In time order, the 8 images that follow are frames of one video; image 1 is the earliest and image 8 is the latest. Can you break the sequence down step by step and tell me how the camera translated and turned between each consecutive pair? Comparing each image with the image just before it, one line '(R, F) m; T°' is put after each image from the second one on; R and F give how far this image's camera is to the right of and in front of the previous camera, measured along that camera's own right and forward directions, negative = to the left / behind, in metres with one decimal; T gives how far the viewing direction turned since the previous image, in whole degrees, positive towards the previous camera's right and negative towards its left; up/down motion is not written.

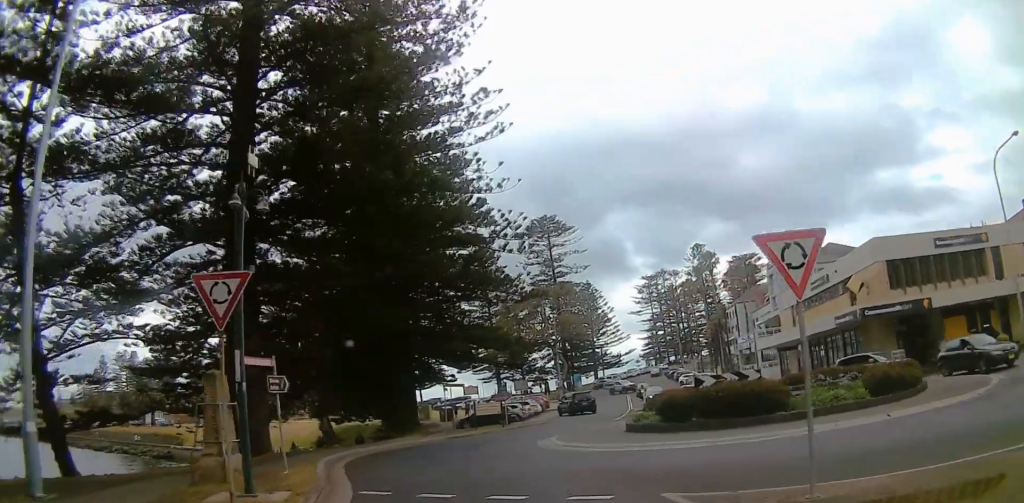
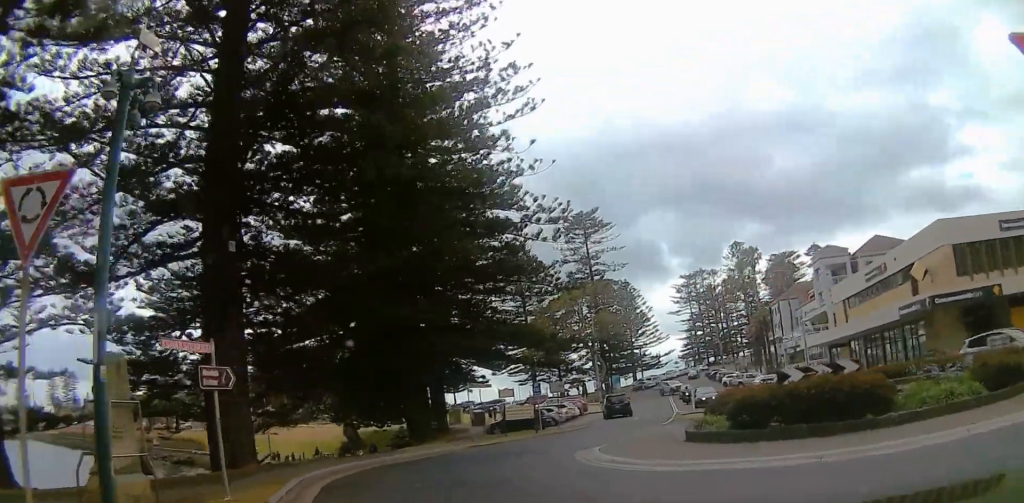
(0.0, +4.9) m; 0°
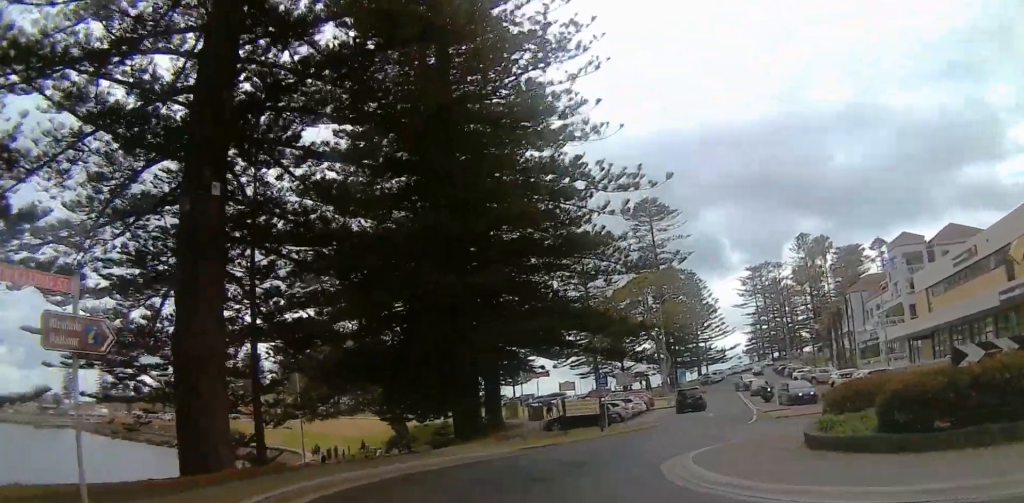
(0.0, +4.7) m; 0°
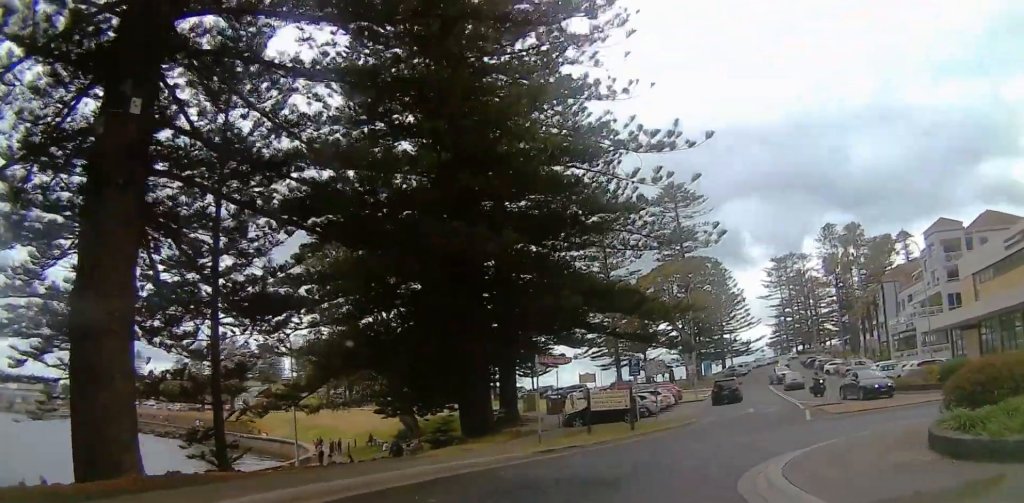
(0.0, +4.0) m; 0°
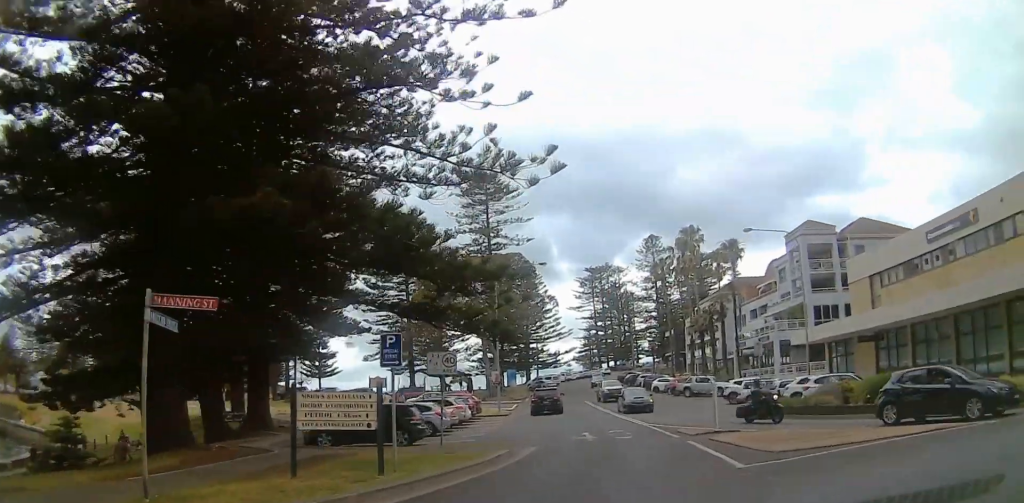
(0.0, +9.9) m; +5°
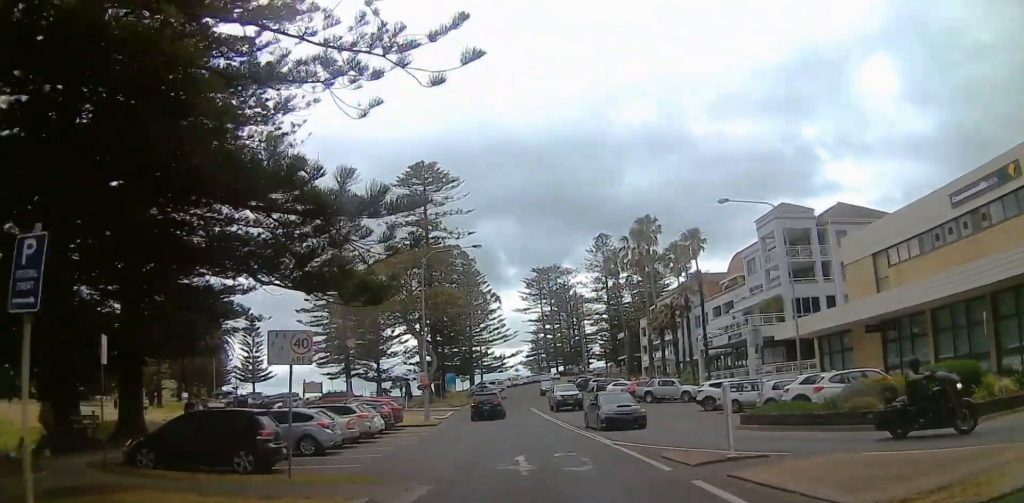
(+0.6, +7.2) m; +5°
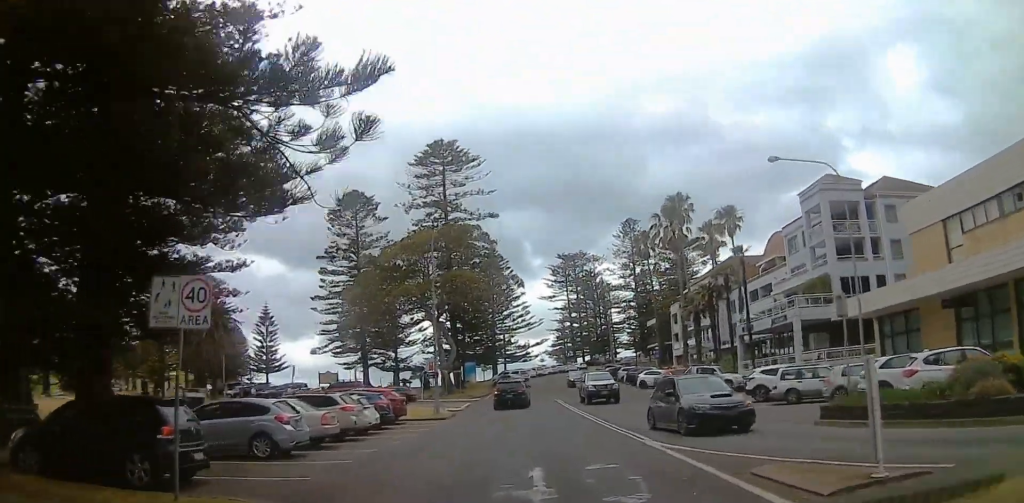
(0.0, +4.6) m; -5°
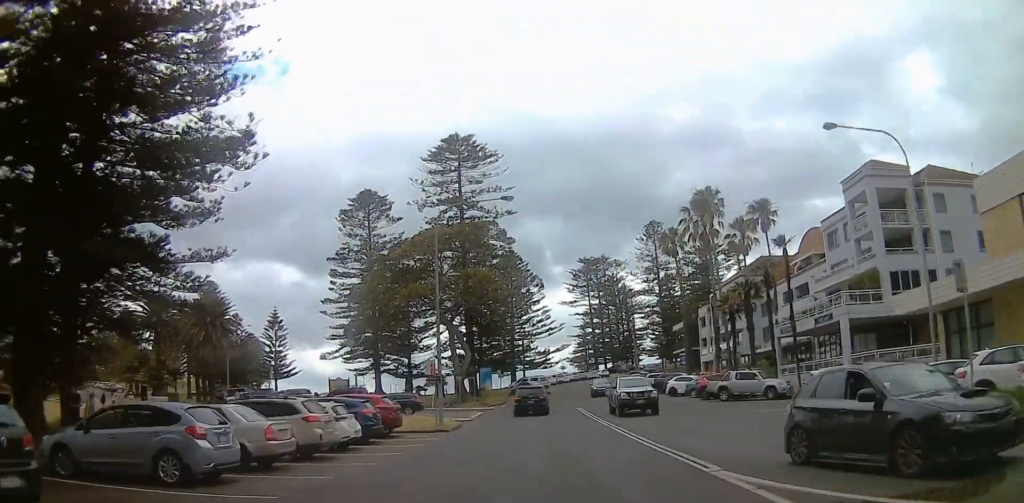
(-0.1, +4.7) m; -5°
